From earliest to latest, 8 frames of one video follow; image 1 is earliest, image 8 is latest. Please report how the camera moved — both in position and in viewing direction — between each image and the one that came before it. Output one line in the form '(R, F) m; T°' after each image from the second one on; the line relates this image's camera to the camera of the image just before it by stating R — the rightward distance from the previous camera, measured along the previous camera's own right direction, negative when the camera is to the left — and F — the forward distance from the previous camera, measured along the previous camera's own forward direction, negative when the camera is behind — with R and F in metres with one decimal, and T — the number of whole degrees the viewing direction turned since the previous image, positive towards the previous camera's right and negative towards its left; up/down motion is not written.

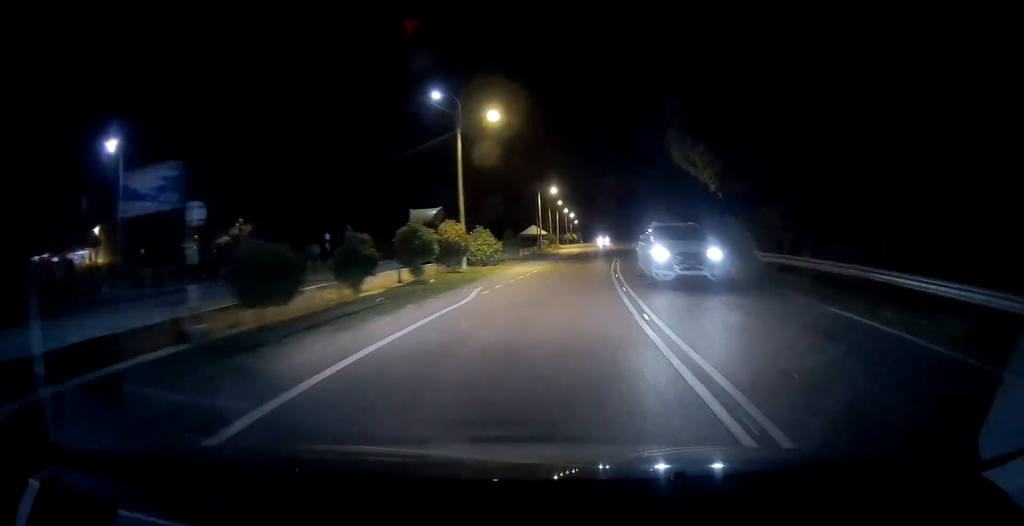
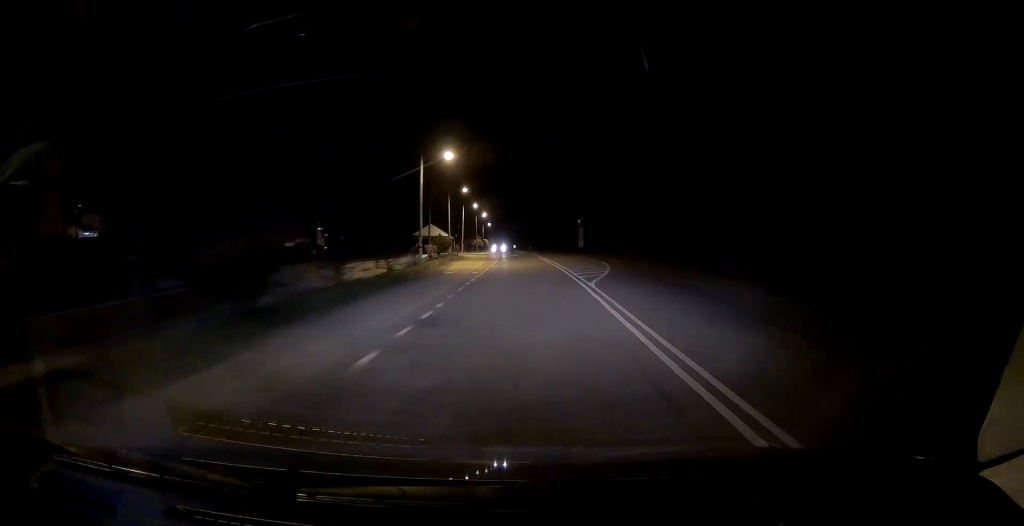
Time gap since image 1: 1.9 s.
(+3.1, +30.4) m; +8°
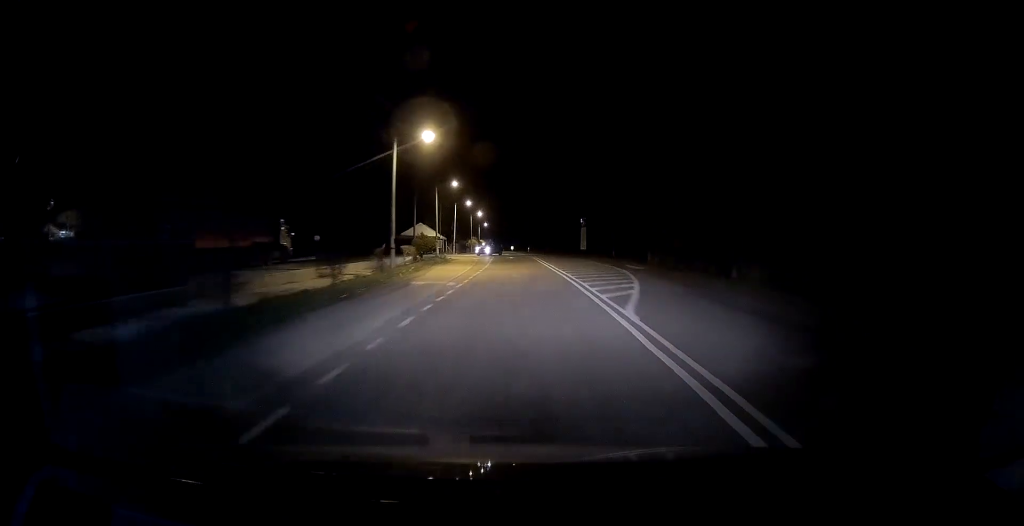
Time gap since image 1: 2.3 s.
(-0.1, +7.3) m; +1°
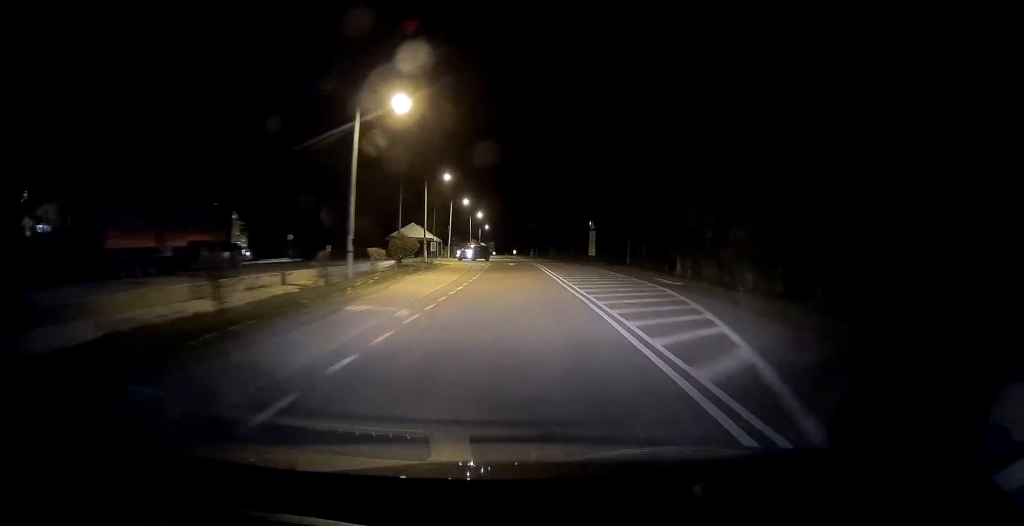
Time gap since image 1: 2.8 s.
(+0.2, +7.9) m; 0°
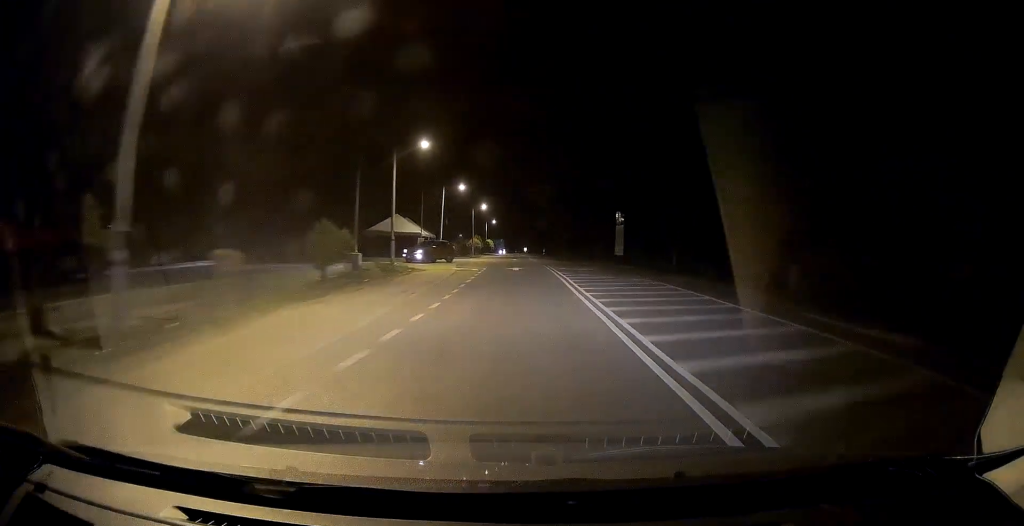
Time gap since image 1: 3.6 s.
(+0.2, +14.9) m; -1°
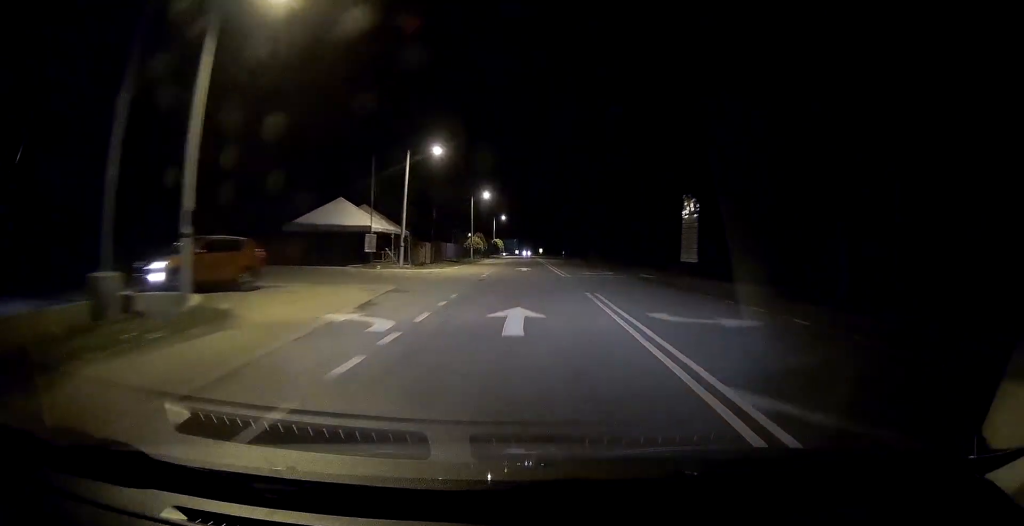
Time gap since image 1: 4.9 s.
(-0.9, +22.6) m; -3°
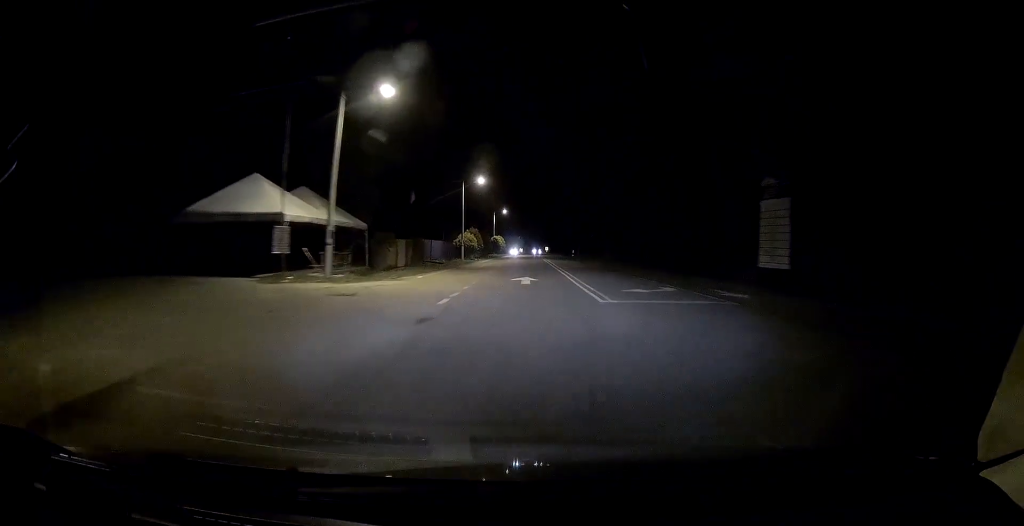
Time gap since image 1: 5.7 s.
(-0.1, +13.5) m; 0°
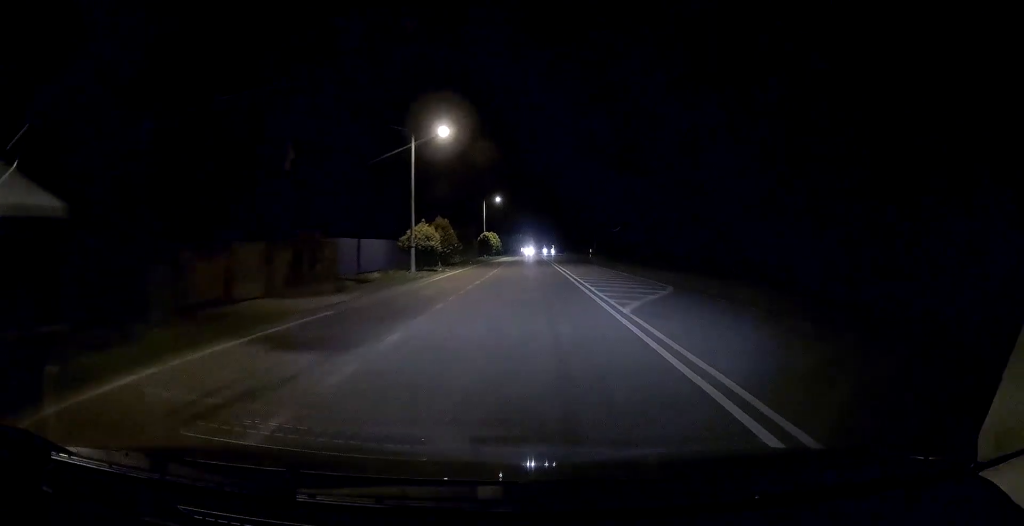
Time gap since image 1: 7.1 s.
(+0.3, +24.6) m; 0°
